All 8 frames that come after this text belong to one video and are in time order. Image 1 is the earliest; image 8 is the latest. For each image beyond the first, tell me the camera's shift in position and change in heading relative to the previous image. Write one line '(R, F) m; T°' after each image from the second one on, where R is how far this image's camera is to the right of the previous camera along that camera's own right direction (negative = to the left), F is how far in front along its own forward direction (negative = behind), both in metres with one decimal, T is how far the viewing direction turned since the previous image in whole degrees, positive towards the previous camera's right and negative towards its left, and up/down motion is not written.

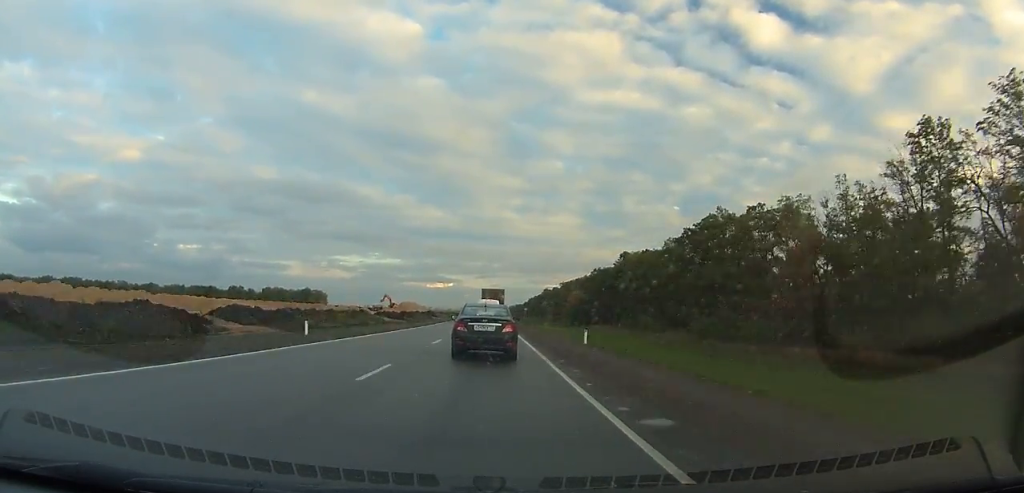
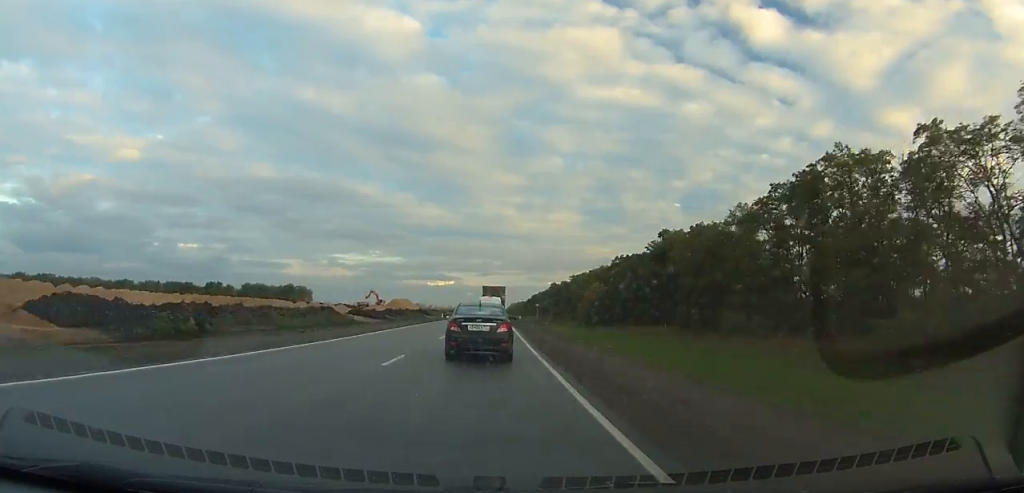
(-2.6, +33.0) m; -2°
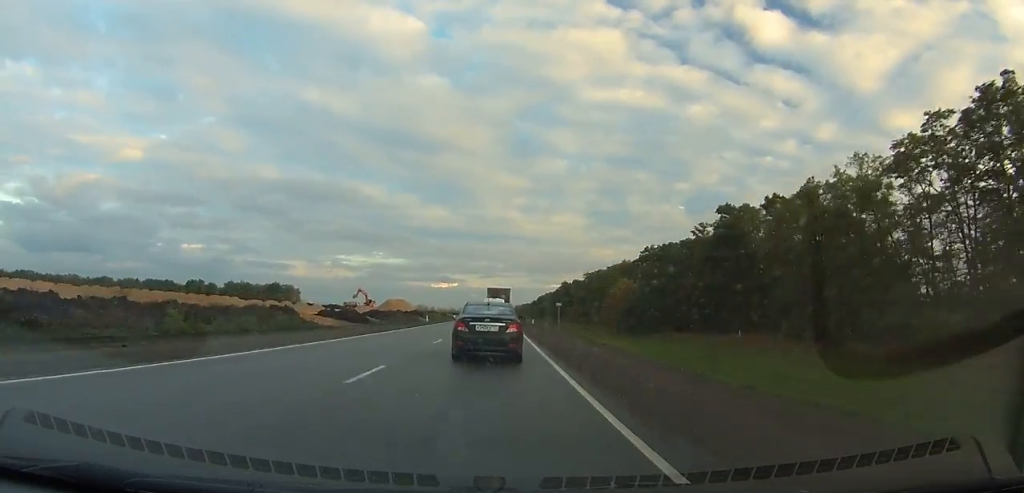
(+1.5, +28.1) m; +1°
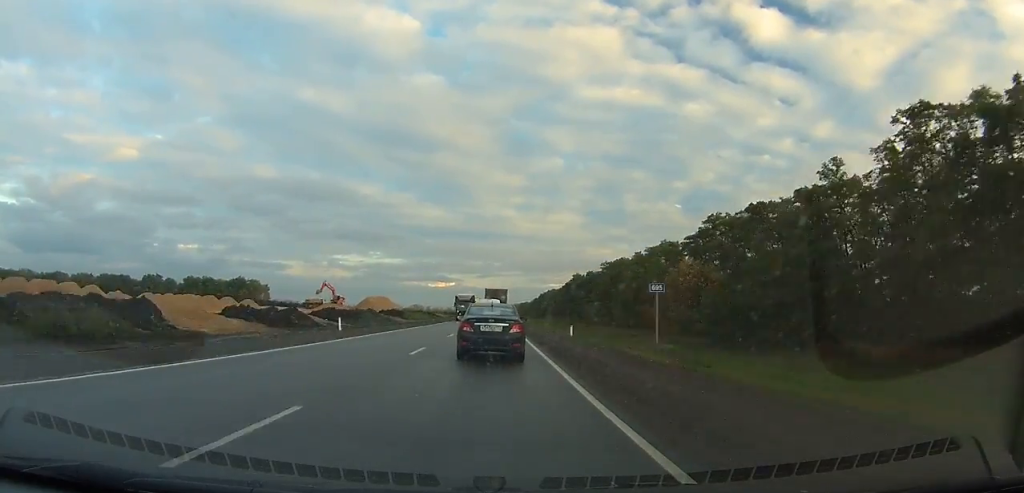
(+1.3, +42.9) m; +2°
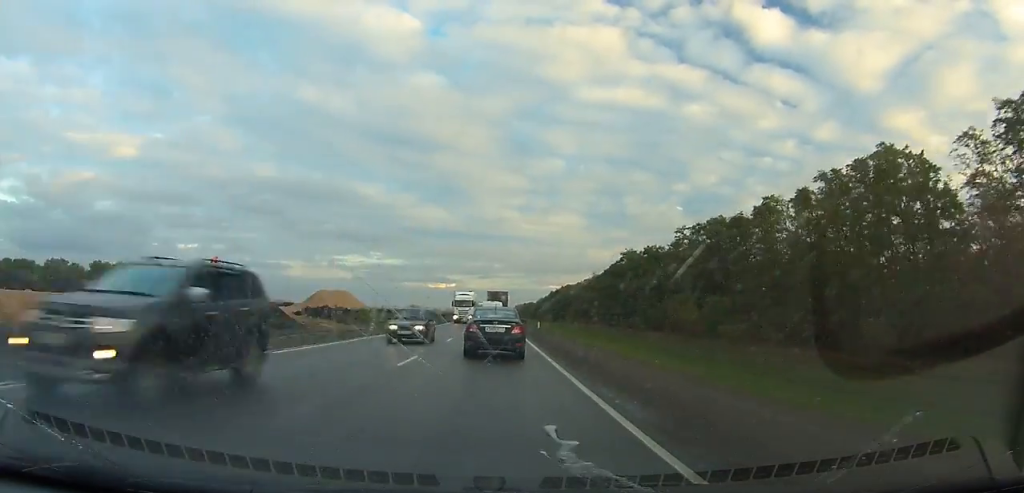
(+0.1, +72.0) m; 0°
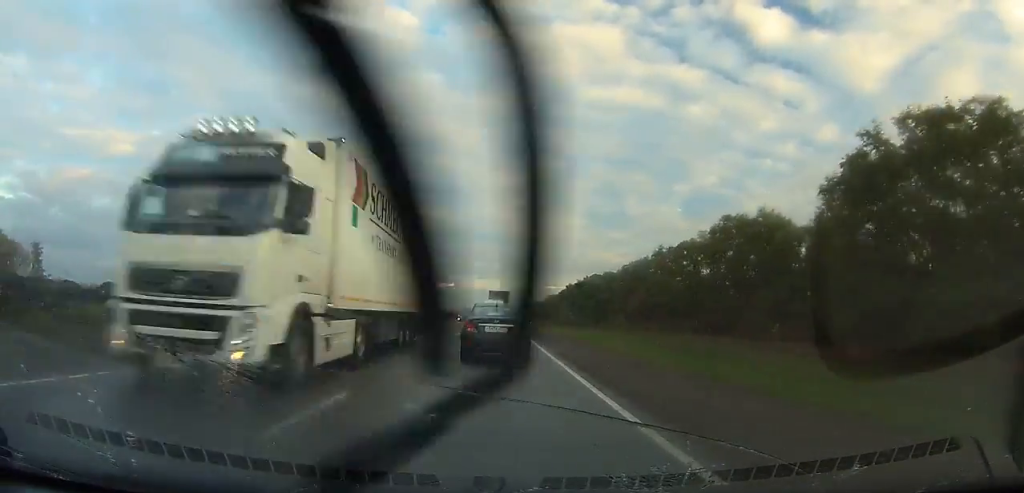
(+0.3, +75.3) m; 0°
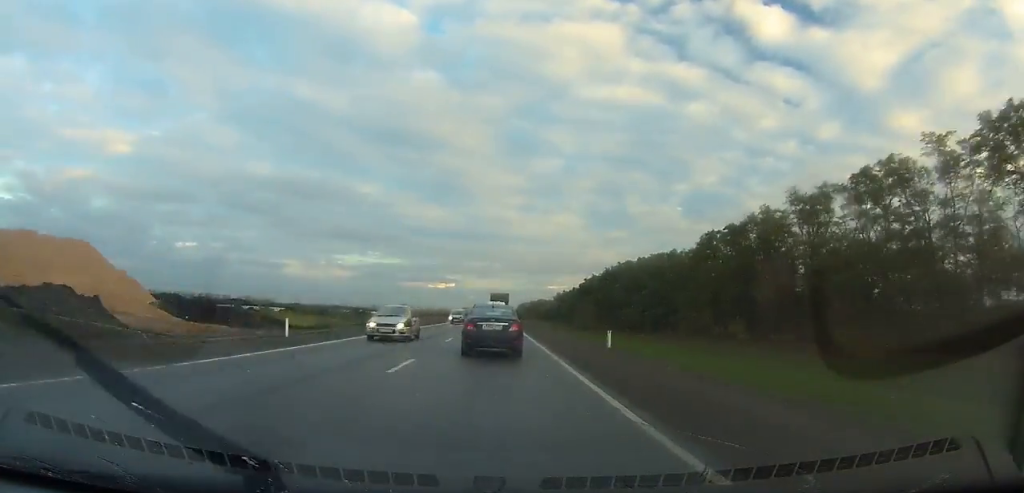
(0.0, +51.1) m; 0°
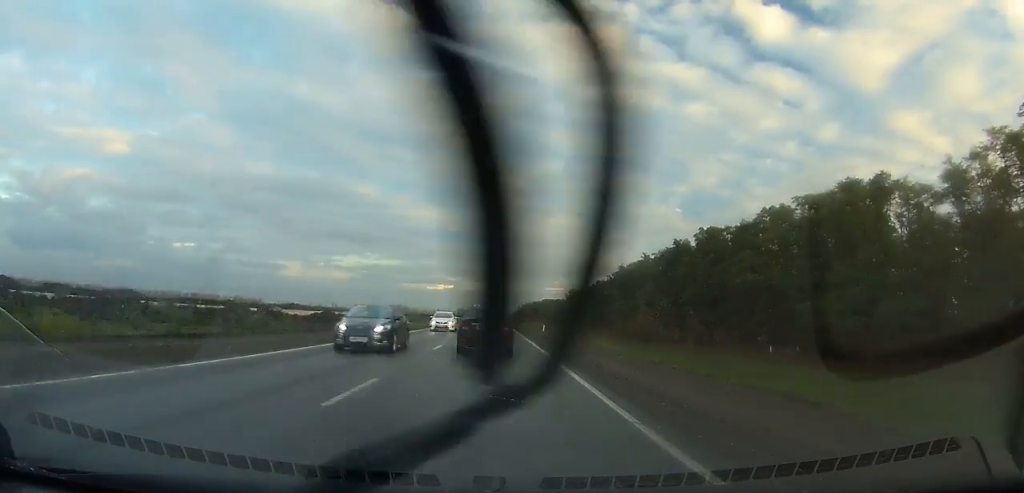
(-0.1, +58.6) m; 0°
